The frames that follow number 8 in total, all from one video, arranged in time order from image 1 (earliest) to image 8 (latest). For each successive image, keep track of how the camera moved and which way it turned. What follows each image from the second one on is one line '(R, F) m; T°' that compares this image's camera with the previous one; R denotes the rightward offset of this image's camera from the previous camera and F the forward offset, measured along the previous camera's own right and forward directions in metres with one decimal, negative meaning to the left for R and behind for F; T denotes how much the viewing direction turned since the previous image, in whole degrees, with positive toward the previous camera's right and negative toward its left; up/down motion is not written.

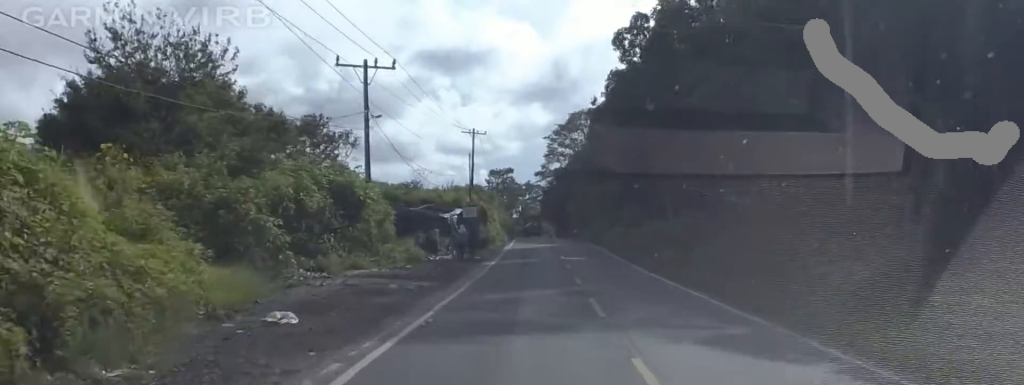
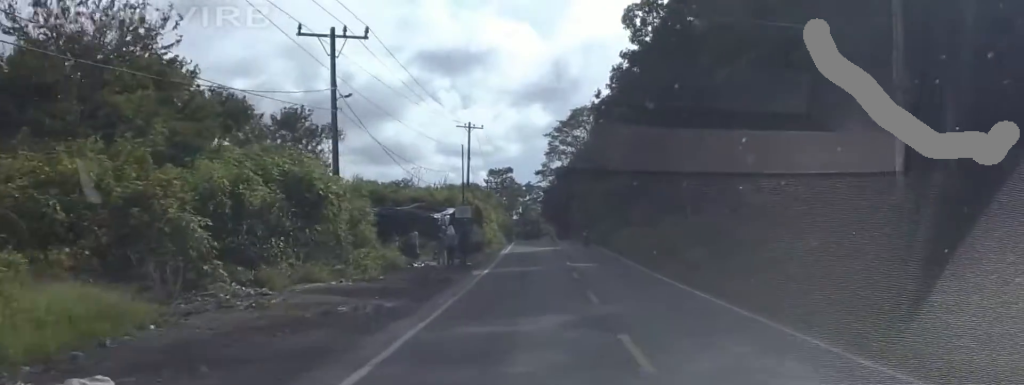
(-0.6, +6.1) m; 0°
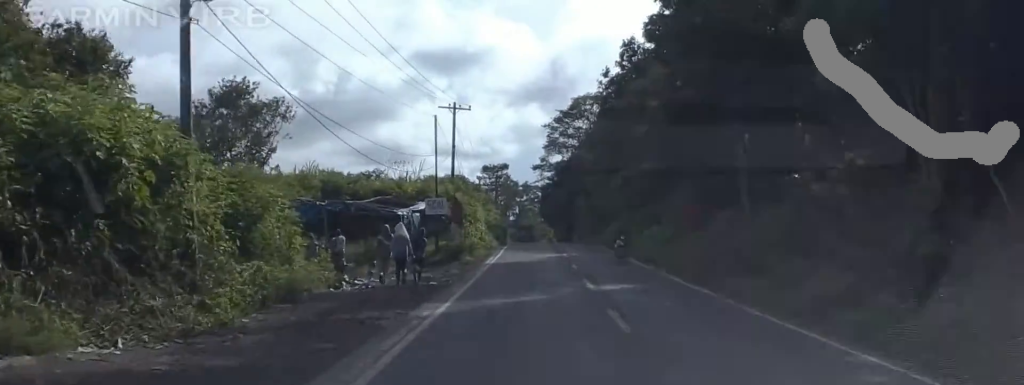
(-0.3, +13.3) m; +2°
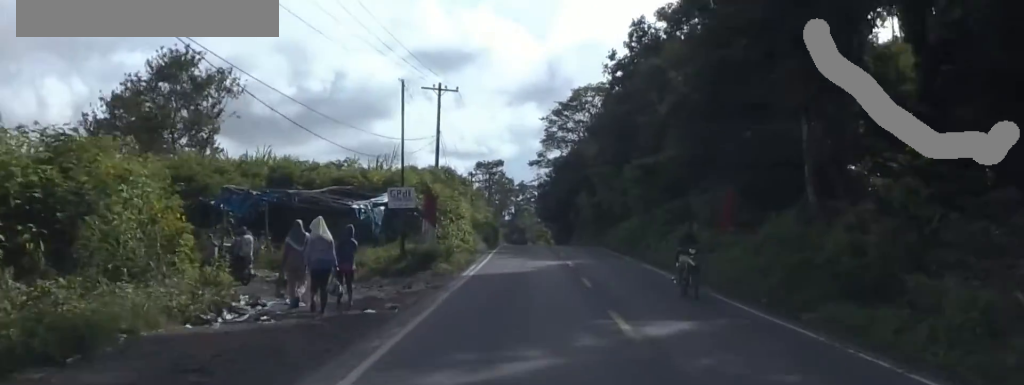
(+0.6, +9.0) m; +3°
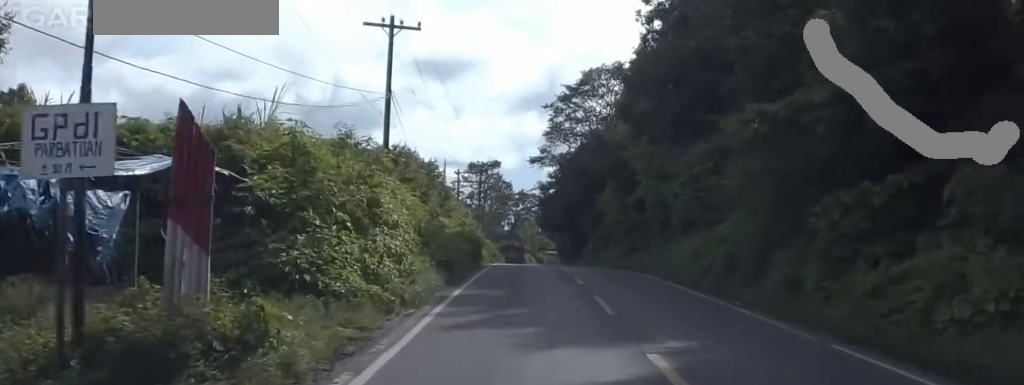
(-1.0, +21.4) m; -6°
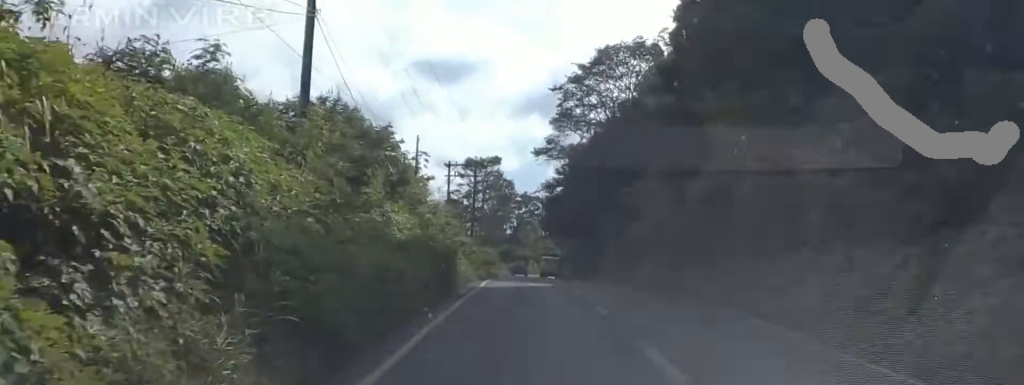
(-0.4, +14.8) m; +2°
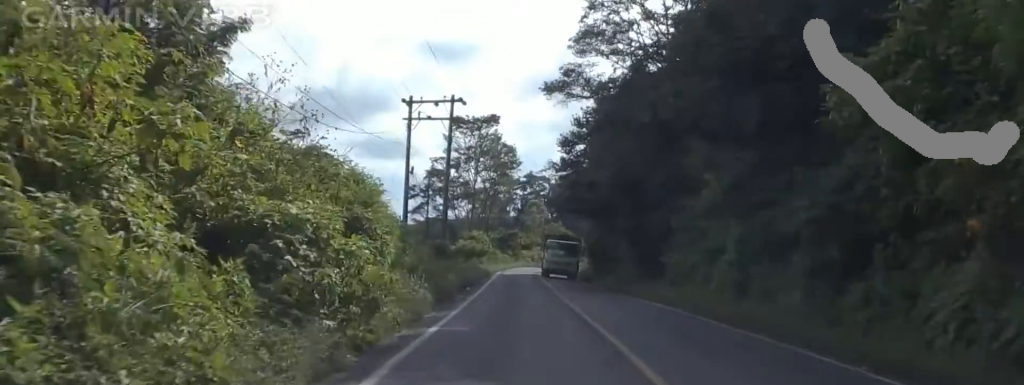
(+1.0, +27.9) m; -2°
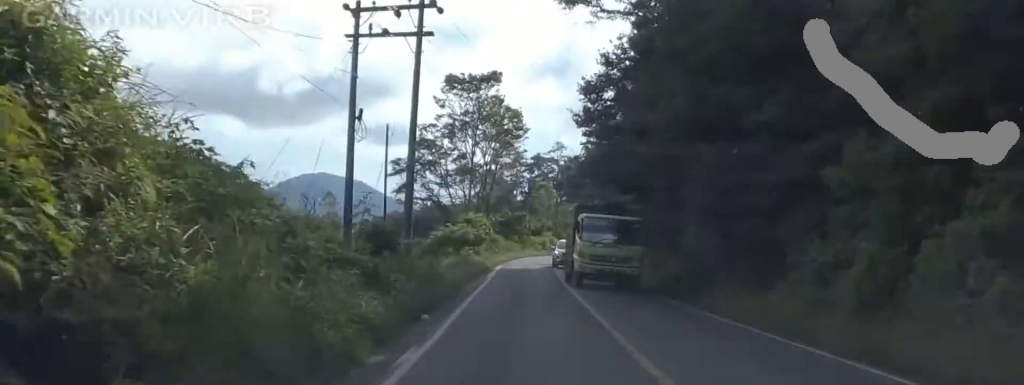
(-0.6, +16.3) m; 0°
